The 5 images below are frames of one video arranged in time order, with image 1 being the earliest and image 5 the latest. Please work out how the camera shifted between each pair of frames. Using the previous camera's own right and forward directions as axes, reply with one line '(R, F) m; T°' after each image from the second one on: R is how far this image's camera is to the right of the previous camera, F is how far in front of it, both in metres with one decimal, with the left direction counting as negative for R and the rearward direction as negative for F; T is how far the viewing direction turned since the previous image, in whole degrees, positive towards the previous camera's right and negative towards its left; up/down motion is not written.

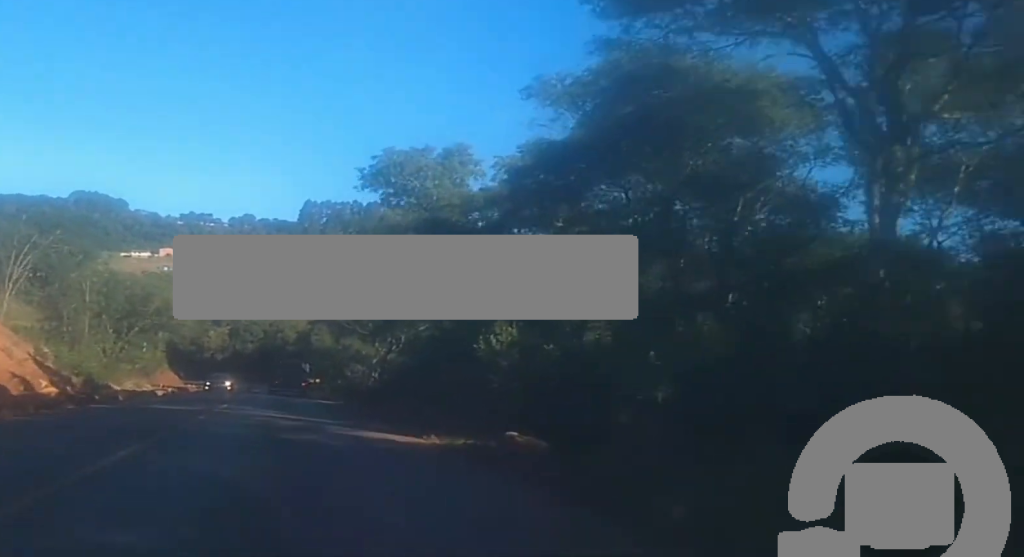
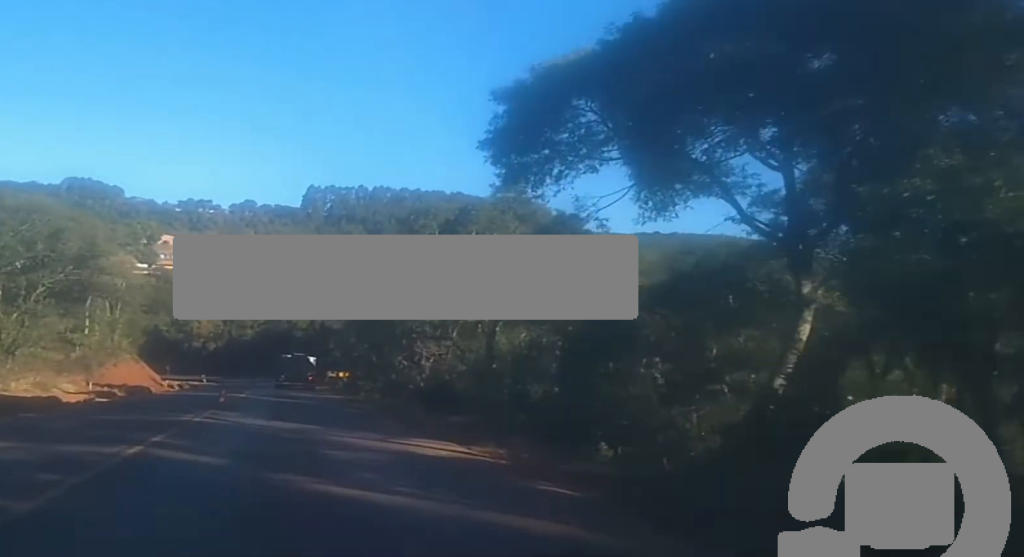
(+0.3, +40.7) m; +1°
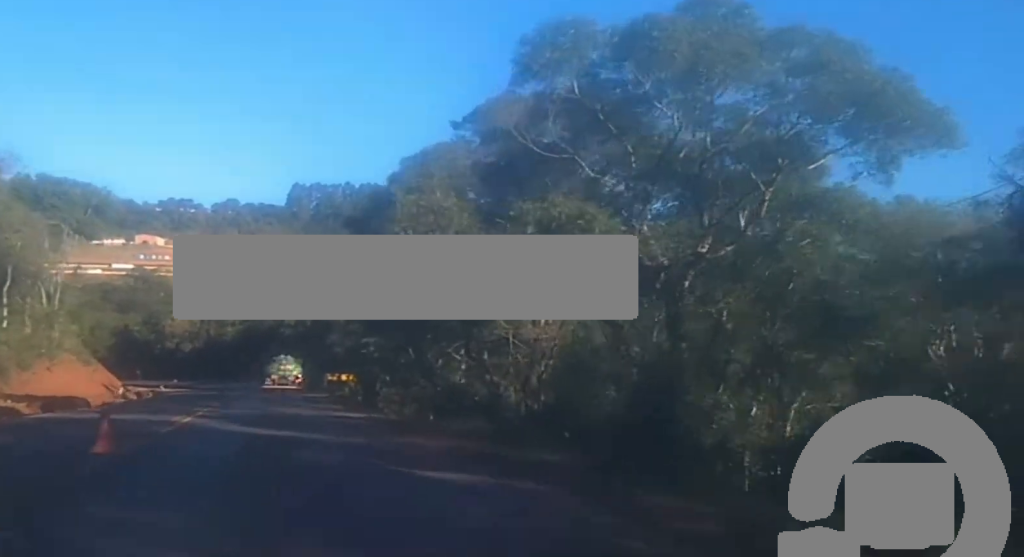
(0.0, +21.2) m; 0°
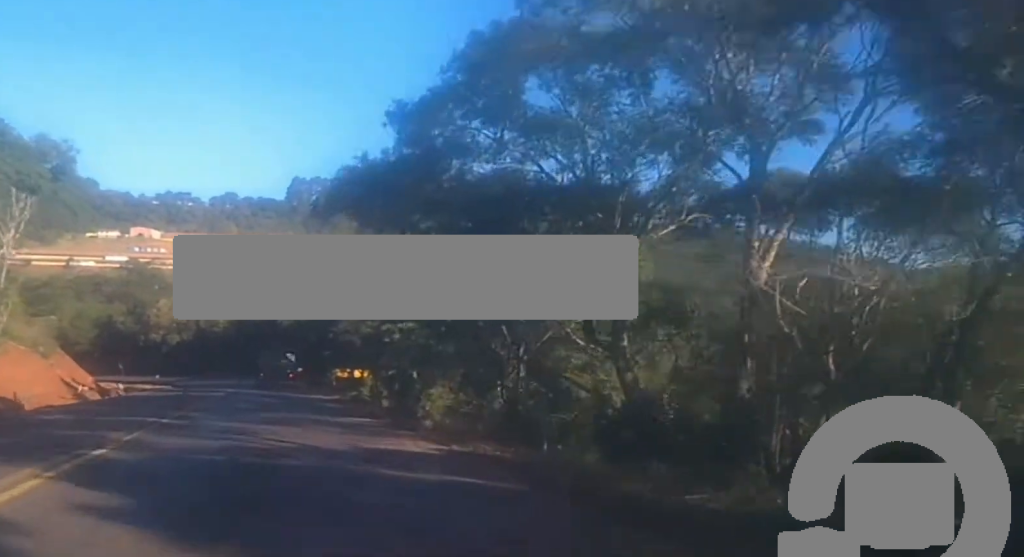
(0.0, +14.5) m; 0°
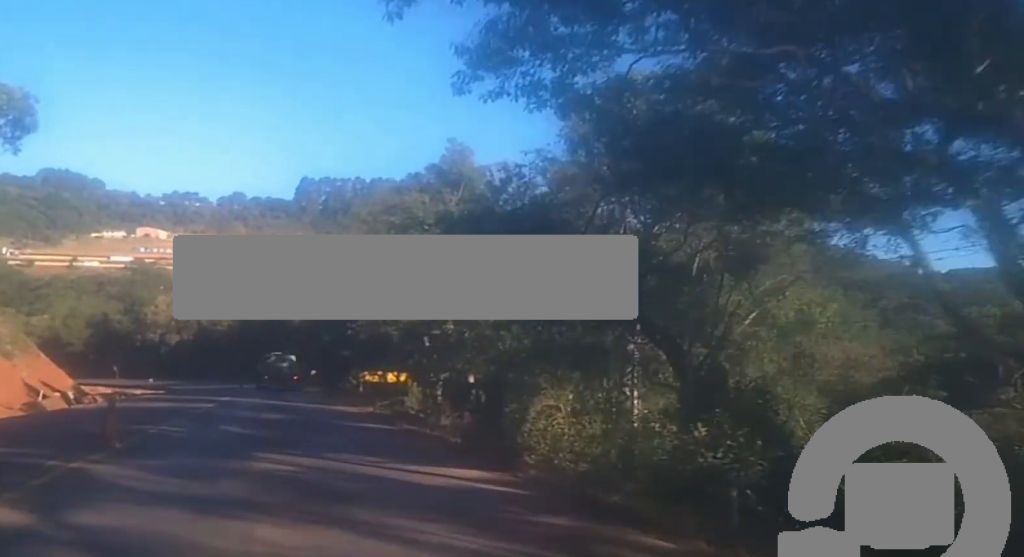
(+0.1, +13.1) m; 0°
